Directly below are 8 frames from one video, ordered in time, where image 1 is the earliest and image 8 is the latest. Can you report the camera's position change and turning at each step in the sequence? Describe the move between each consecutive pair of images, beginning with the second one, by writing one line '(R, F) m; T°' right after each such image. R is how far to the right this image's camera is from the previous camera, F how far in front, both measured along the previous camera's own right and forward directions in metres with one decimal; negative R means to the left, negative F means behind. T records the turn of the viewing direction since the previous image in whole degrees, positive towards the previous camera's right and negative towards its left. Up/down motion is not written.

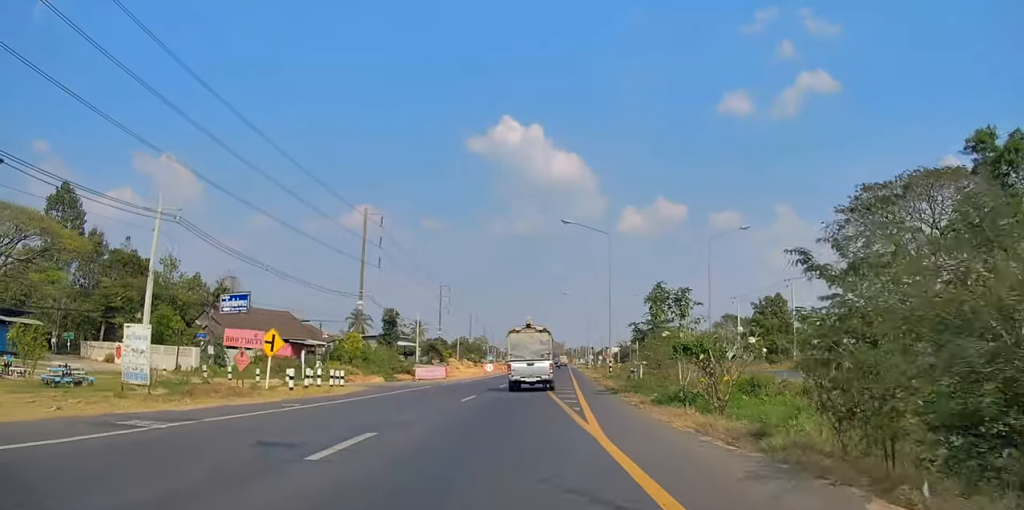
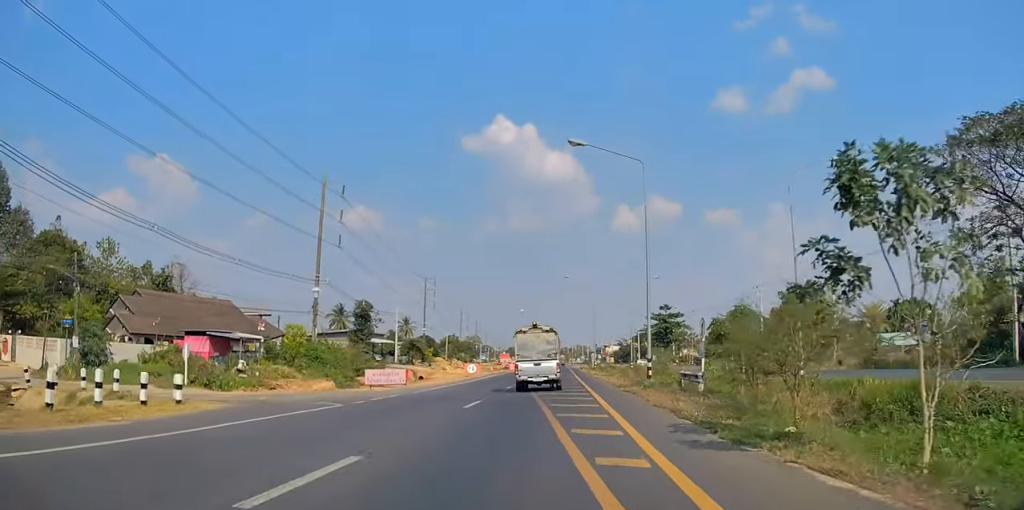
(0.0, +14.8) m; 0°
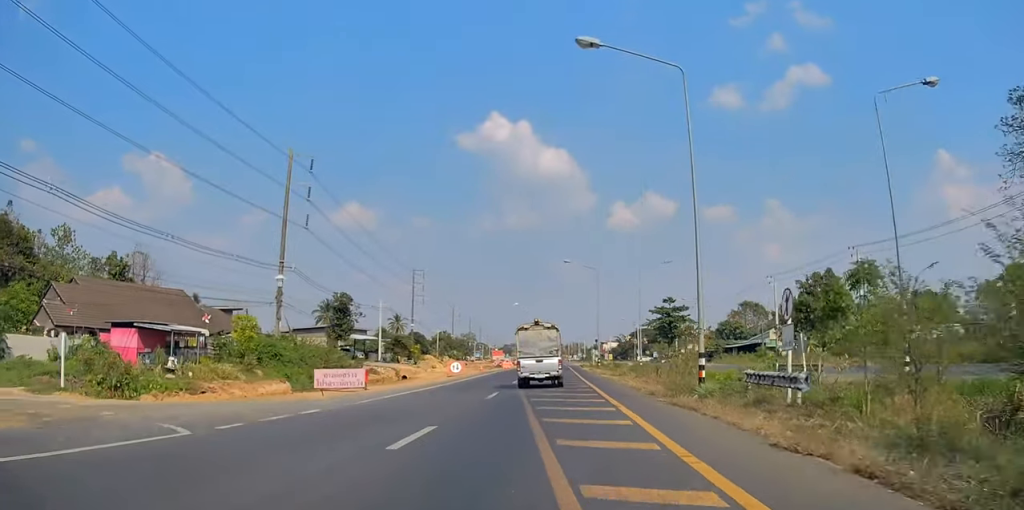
(0.0, +8.4) m; 0°
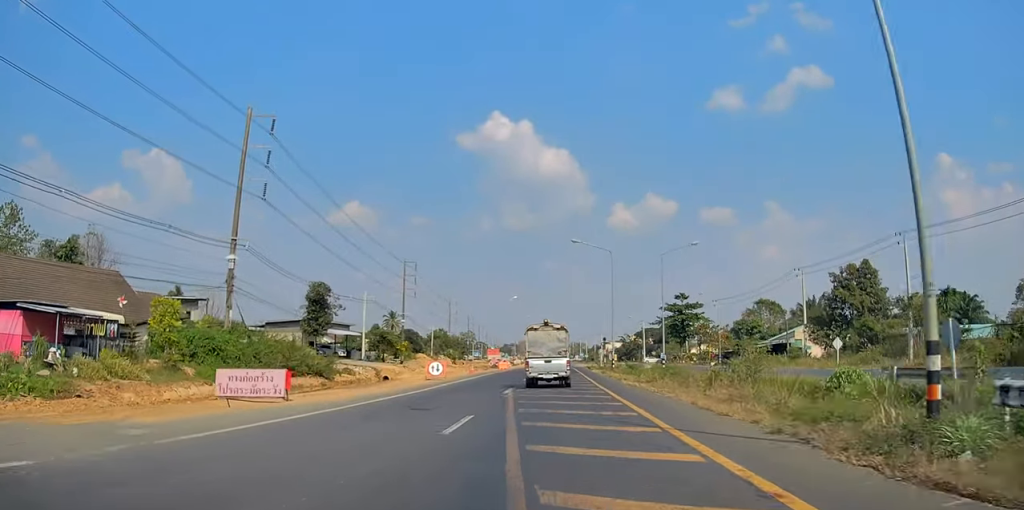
(-0.1, +10.3) m; 0°
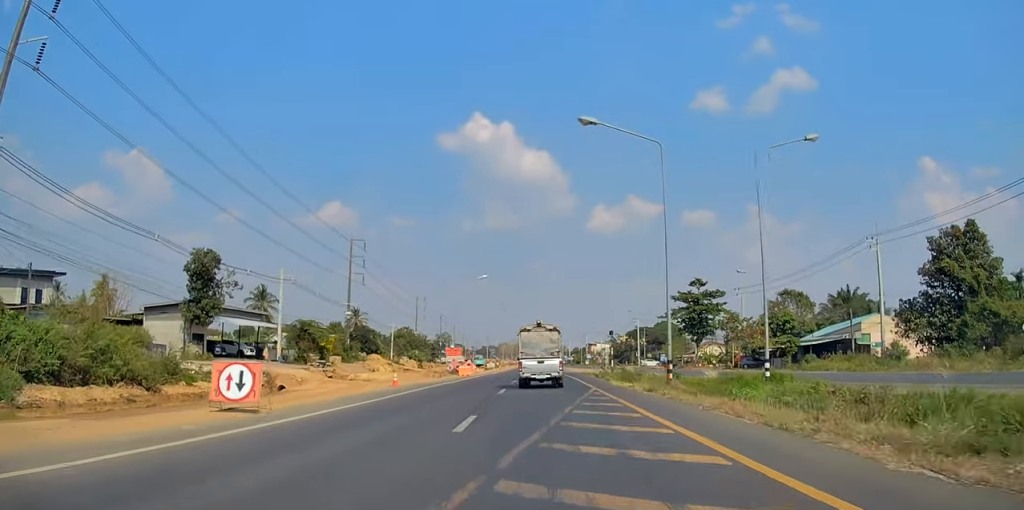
(+0.2, +23.8) m; +1°
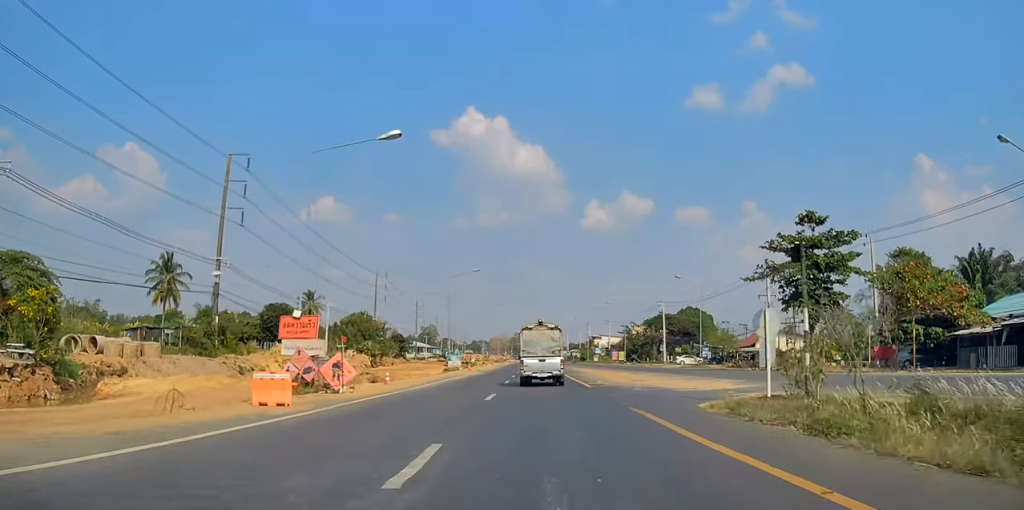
(+0.4, +40.8) m; +1°
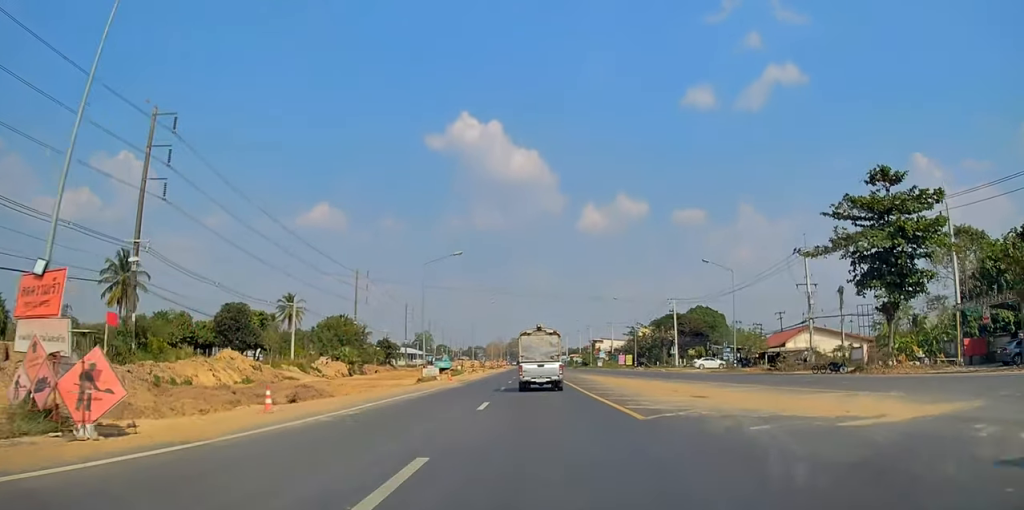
(0.0, +12.2) m; 0°
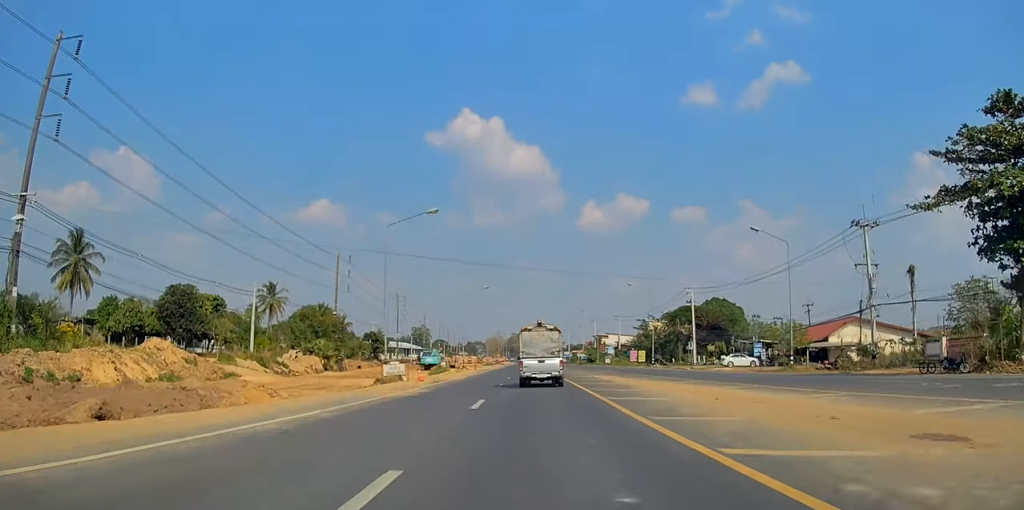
(0.0, +12.6) m; 0°
